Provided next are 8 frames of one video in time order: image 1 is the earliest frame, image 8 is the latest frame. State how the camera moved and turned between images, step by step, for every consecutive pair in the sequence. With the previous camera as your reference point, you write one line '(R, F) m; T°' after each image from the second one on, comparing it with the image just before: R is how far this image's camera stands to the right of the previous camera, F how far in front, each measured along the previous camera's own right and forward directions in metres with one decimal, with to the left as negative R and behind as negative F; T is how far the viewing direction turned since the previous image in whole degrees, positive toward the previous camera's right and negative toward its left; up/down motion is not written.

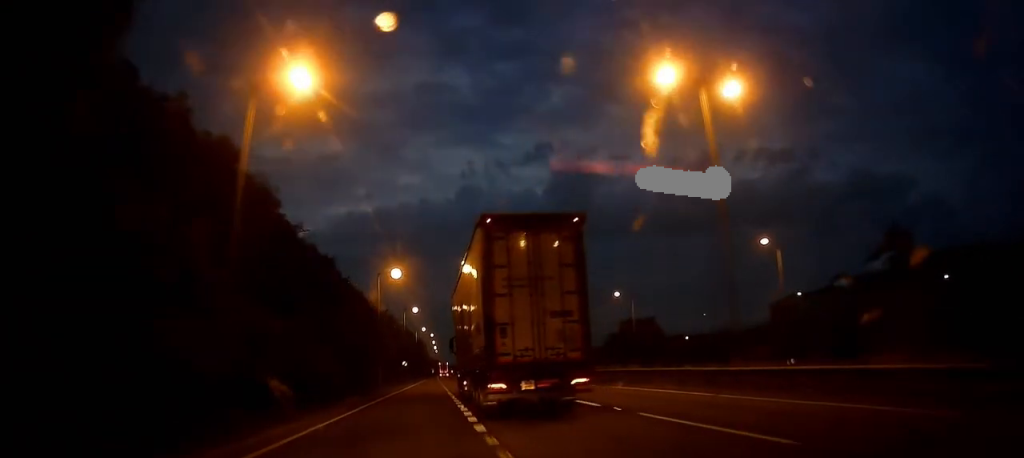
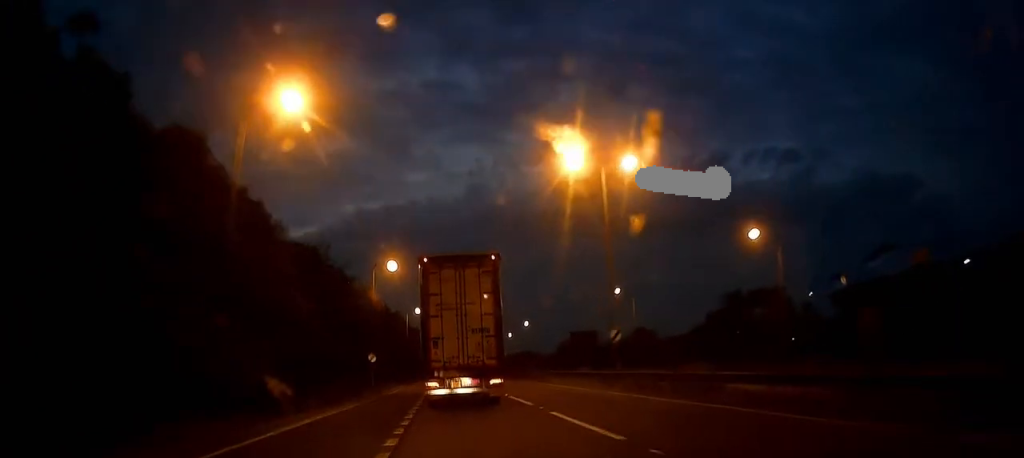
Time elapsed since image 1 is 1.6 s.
(+0.4, +33.6) m; 0°
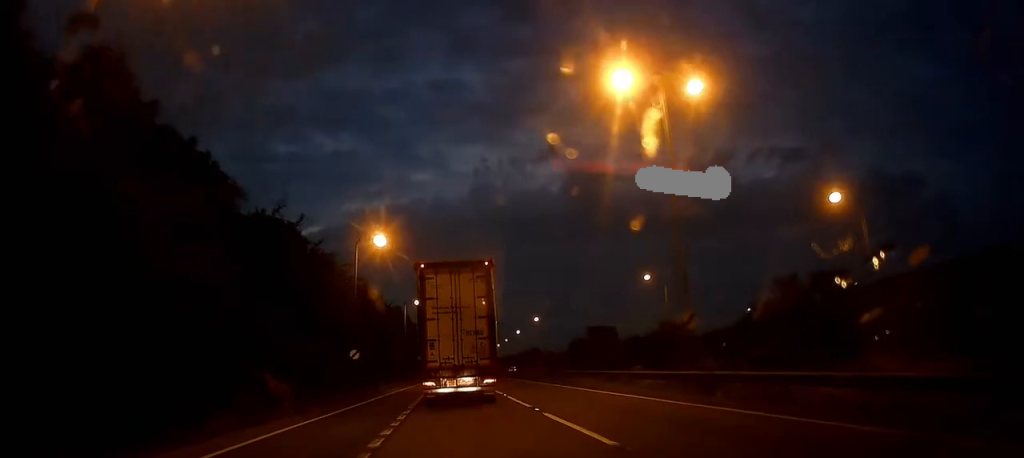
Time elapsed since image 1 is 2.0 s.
(-0.1, +9.4) m; -1°
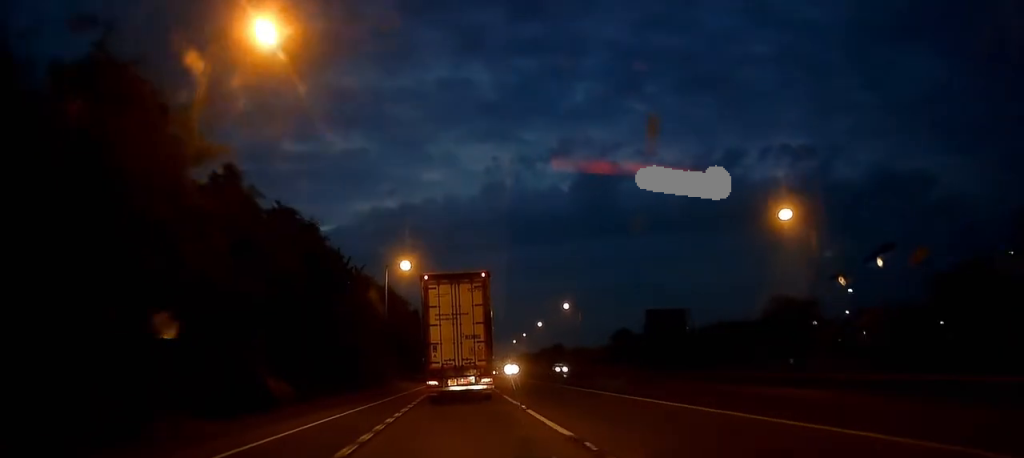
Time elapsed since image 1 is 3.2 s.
(-0.7, +26.3) m; -1°
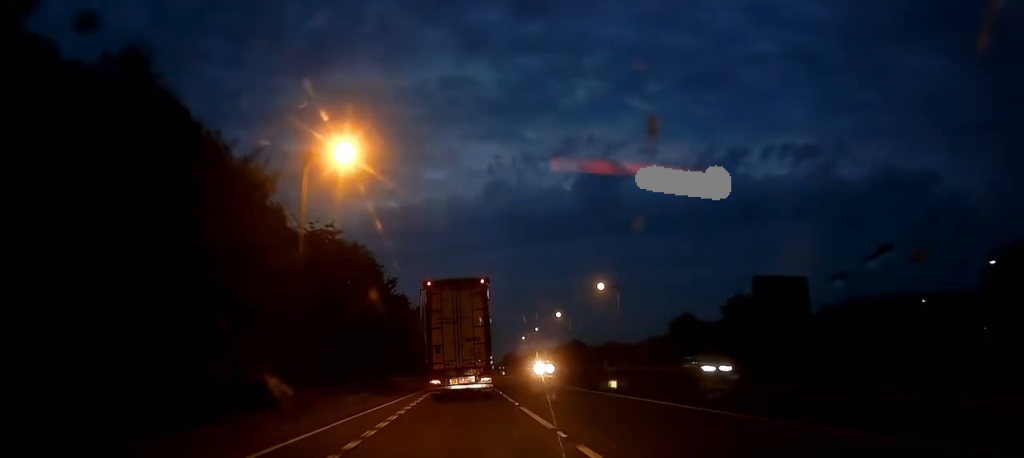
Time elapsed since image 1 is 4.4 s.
(+0.4, +25.8) m; 0°
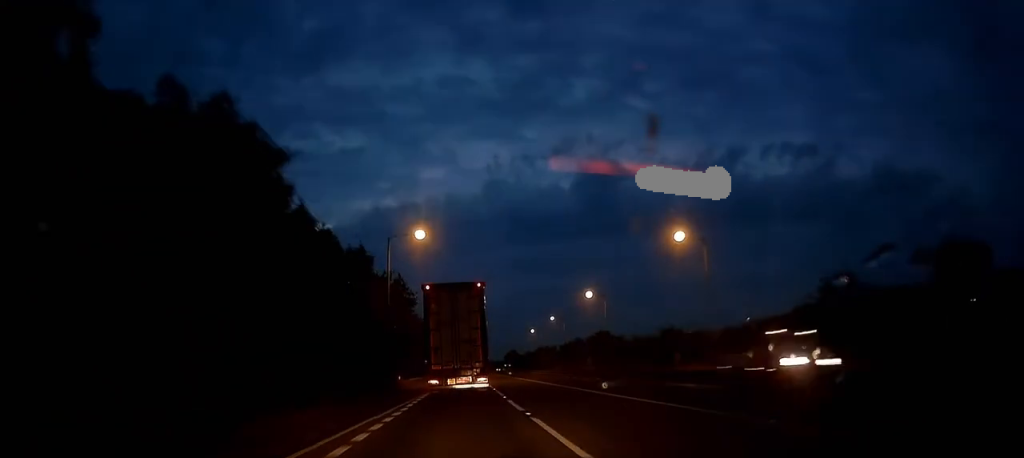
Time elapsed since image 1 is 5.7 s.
(-0.8, +31.2) m; -2°
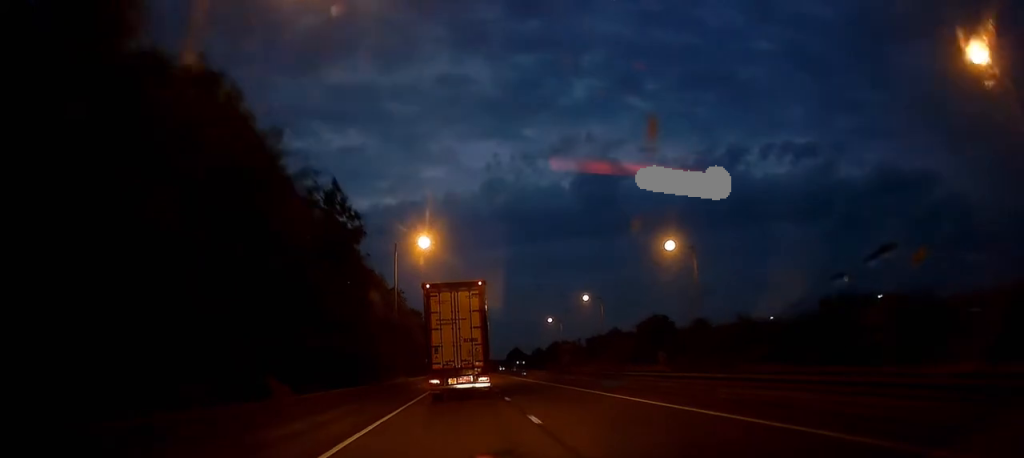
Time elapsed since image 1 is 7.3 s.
(+0.3, +36.9) m; +2°
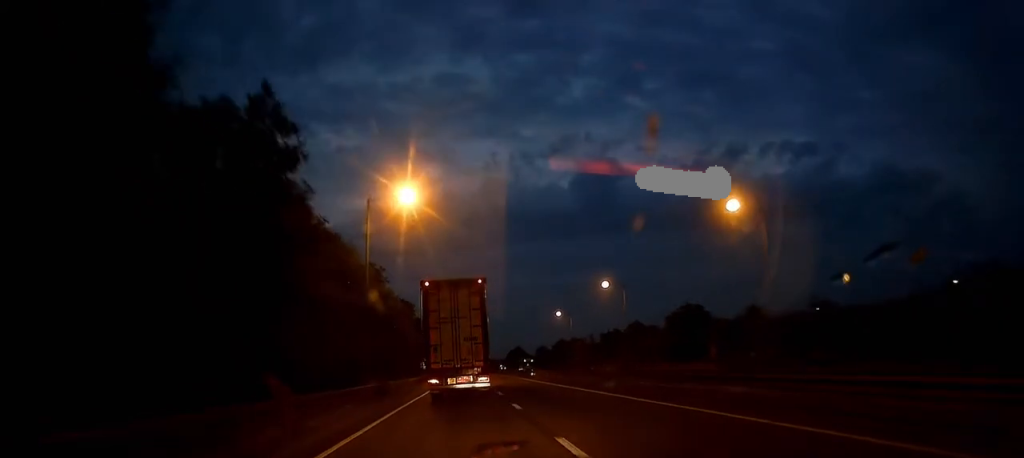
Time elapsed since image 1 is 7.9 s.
(+0.1, +13.9) m; 0°
